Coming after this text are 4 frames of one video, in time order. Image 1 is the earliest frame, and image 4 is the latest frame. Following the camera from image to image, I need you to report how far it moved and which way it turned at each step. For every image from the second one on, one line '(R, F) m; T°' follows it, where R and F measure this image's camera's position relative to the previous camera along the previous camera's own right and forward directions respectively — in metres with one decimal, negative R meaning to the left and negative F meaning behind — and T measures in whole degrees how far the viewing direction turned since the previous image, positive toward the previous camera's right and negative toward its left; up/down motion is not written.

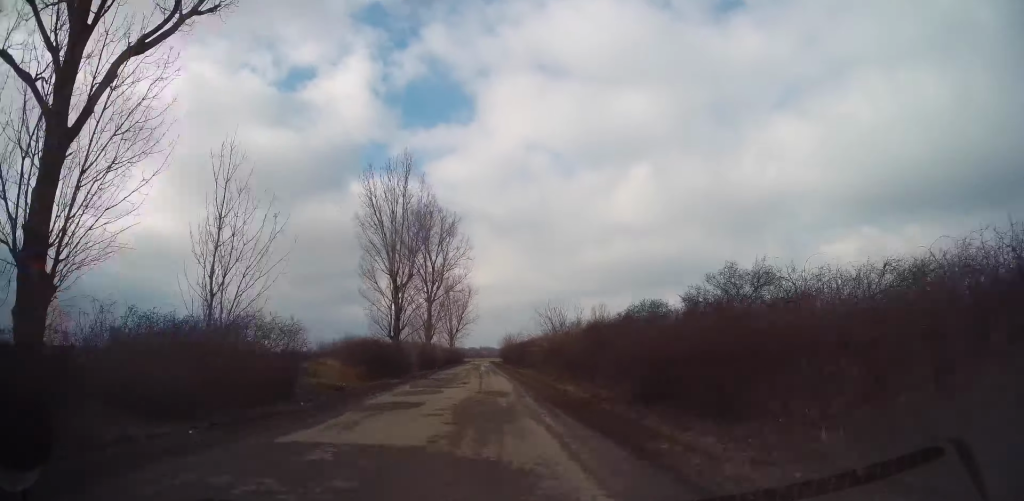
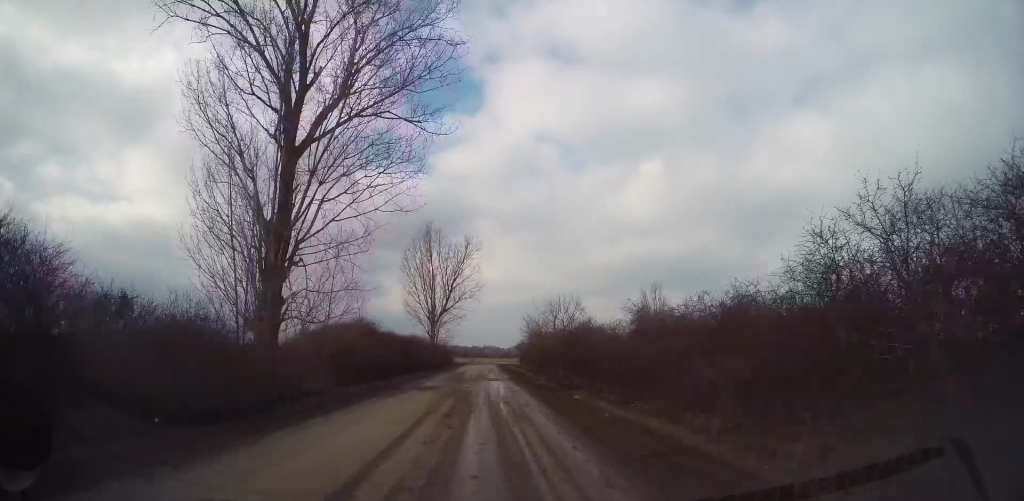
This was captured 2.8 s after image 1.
(-0.2, +58.2) m; 0°
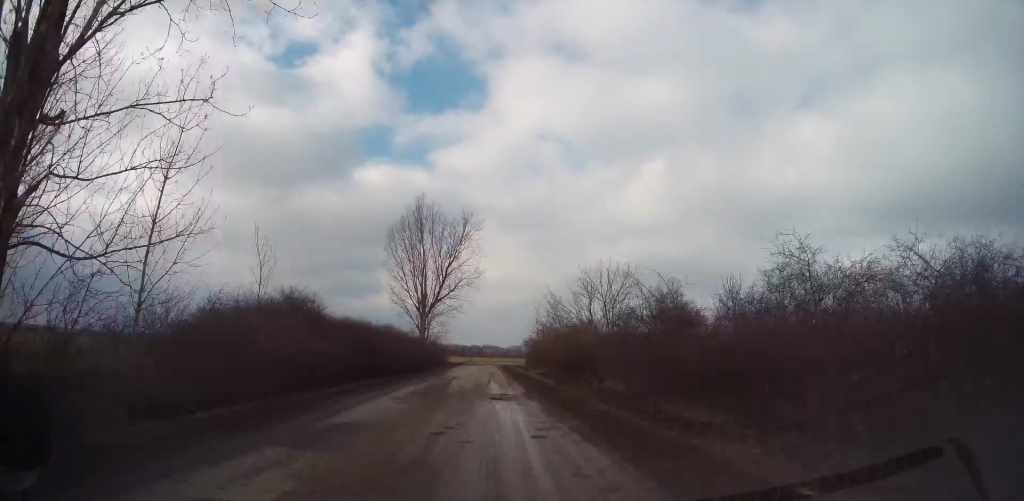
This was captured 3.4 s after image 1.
(-0.2, +13.1) m; 0°
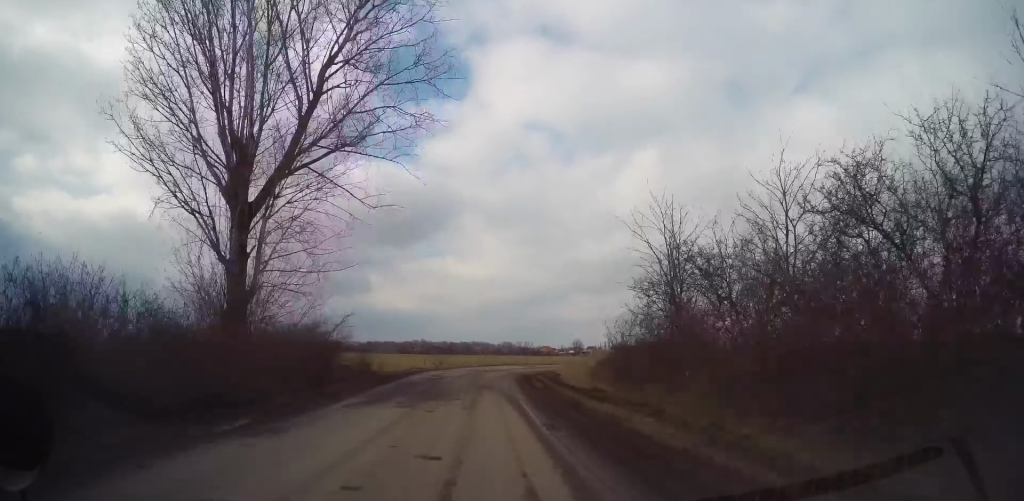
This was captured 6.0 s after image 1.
(+0.7, +51.3) m; +1°
